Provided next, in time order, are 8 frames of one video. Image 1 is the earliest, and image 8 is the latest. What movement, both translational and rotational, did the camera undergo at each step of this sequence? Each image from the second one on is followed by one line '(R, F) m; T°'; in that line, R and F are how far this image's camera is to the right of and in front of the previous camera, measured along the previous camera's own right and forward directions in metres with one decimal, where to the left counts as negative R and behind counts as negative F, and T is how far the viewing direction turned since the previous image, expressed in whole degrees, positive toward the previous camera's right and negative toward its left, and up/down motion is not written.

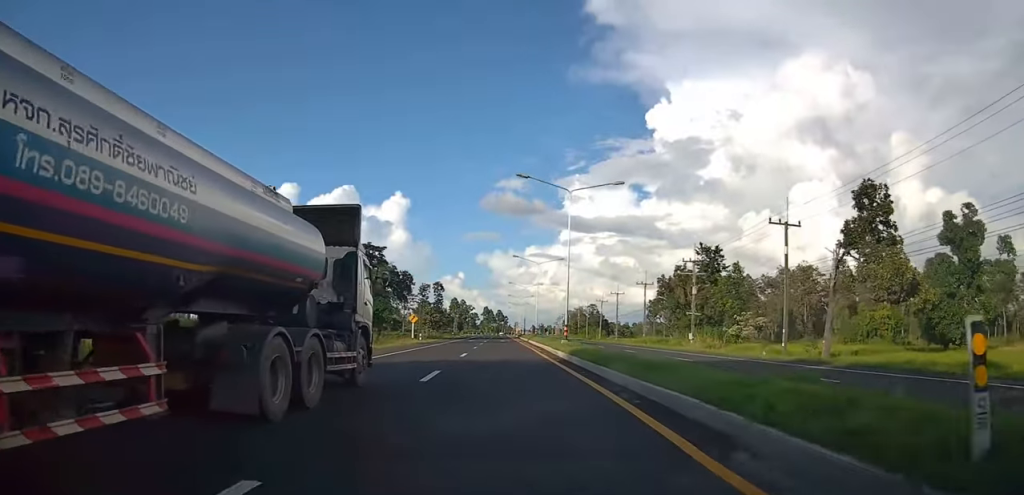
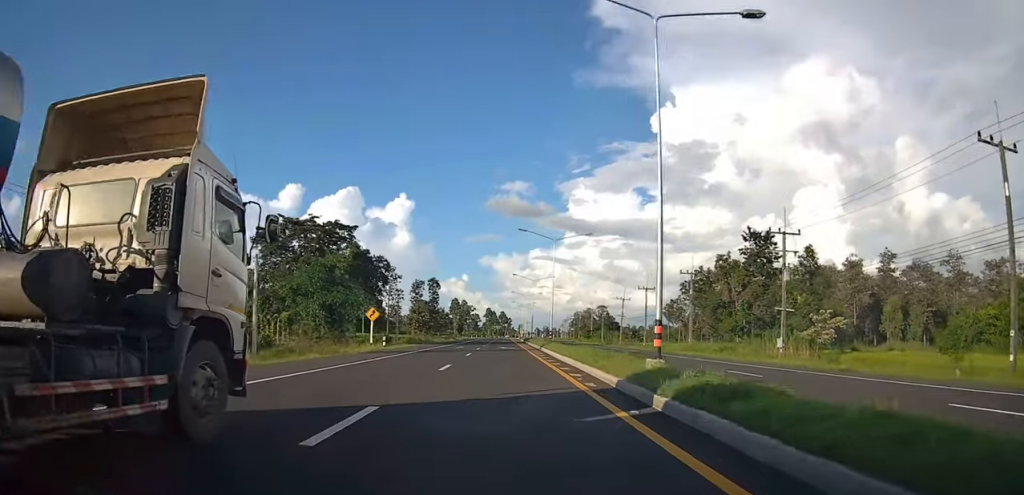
(+0.5, +19.3) m; +1°
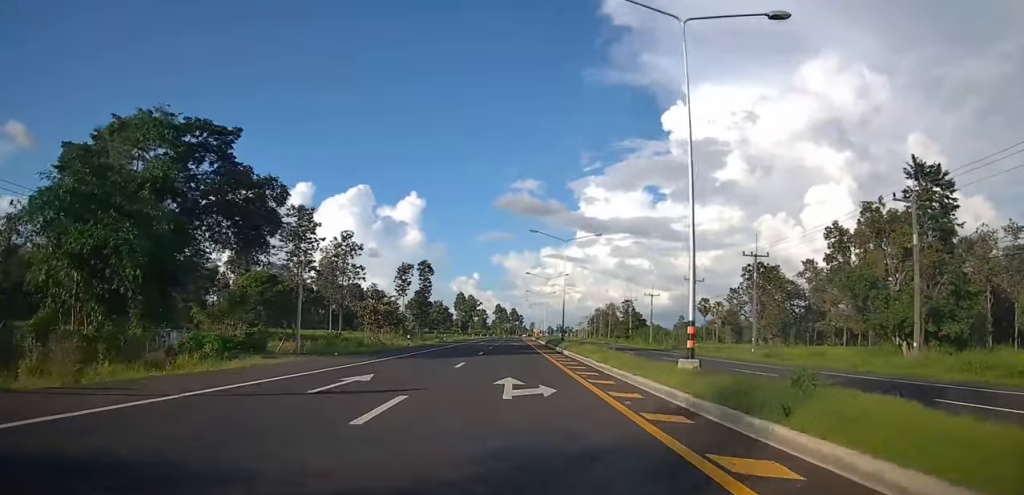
(-0.8, +35.4) m; -2°
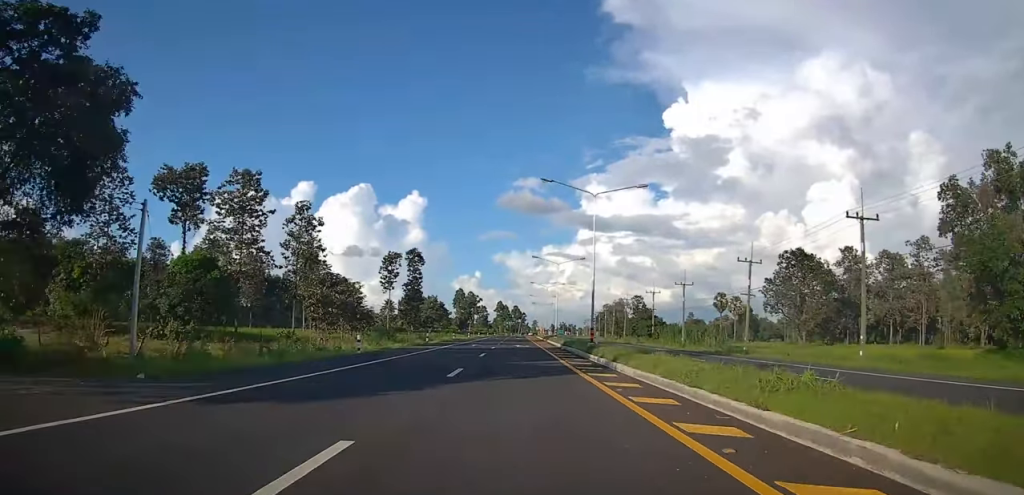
(-0.2, +16.1) m; 0°
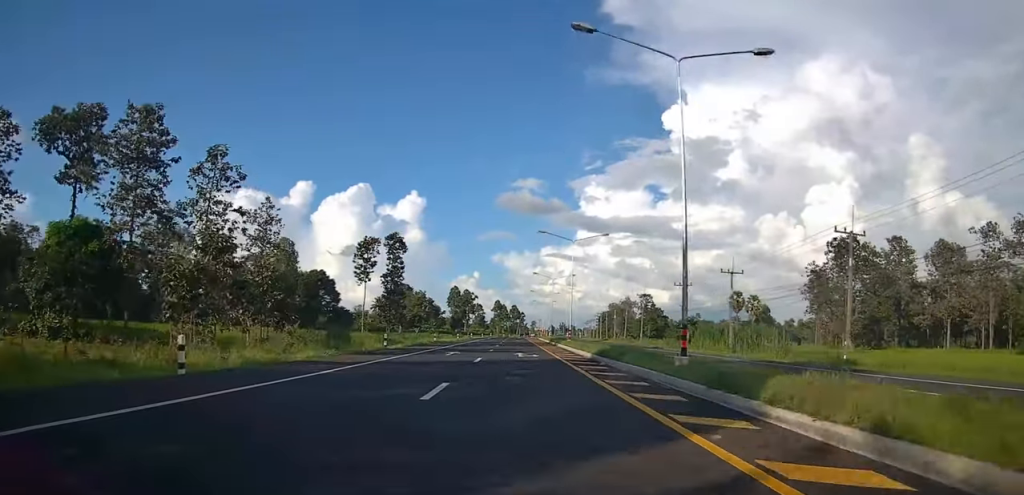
(+0.6, +17.4) m; 0°
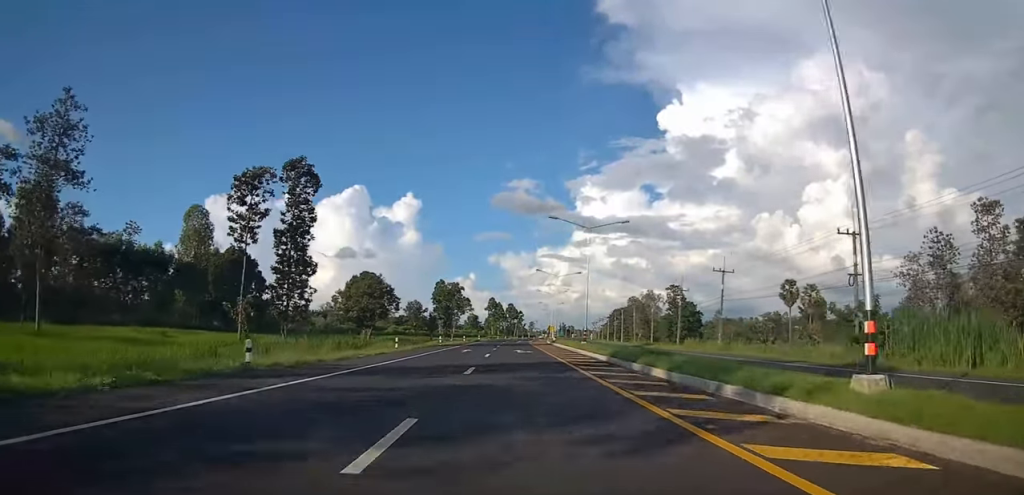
(-0.3, +41.5) m; 0°
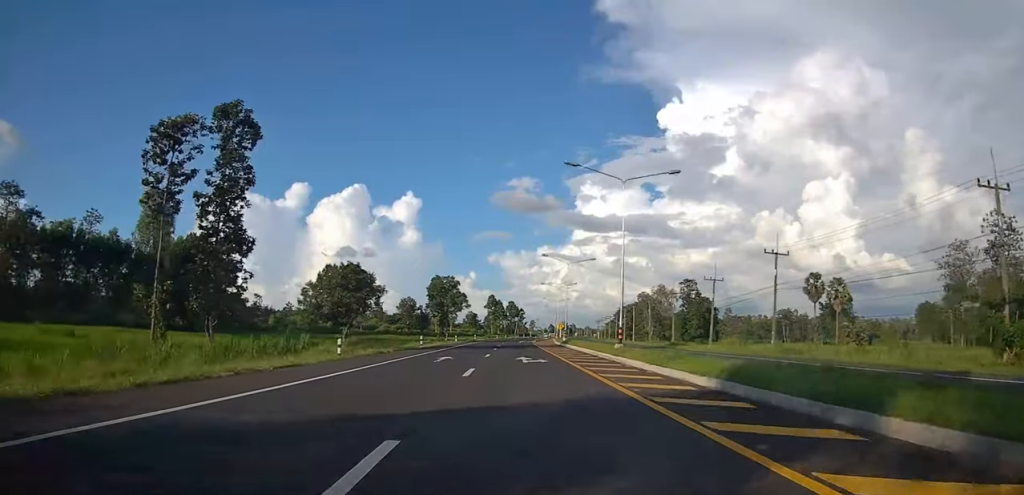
(+0.1, +13.5) m; 0°
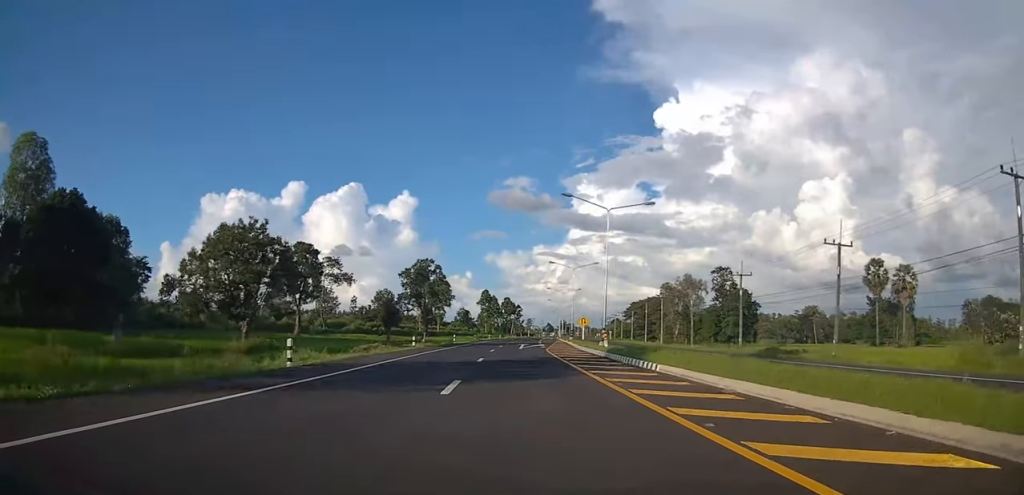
(-0.2, +28.7) m; +1°
